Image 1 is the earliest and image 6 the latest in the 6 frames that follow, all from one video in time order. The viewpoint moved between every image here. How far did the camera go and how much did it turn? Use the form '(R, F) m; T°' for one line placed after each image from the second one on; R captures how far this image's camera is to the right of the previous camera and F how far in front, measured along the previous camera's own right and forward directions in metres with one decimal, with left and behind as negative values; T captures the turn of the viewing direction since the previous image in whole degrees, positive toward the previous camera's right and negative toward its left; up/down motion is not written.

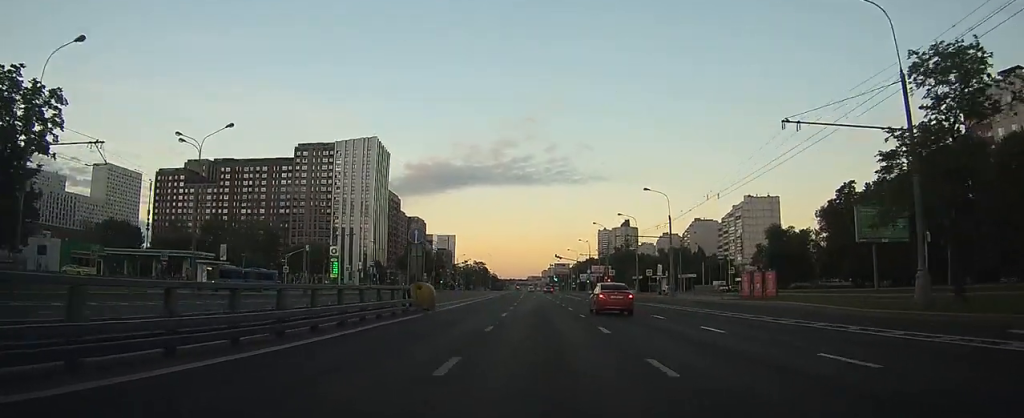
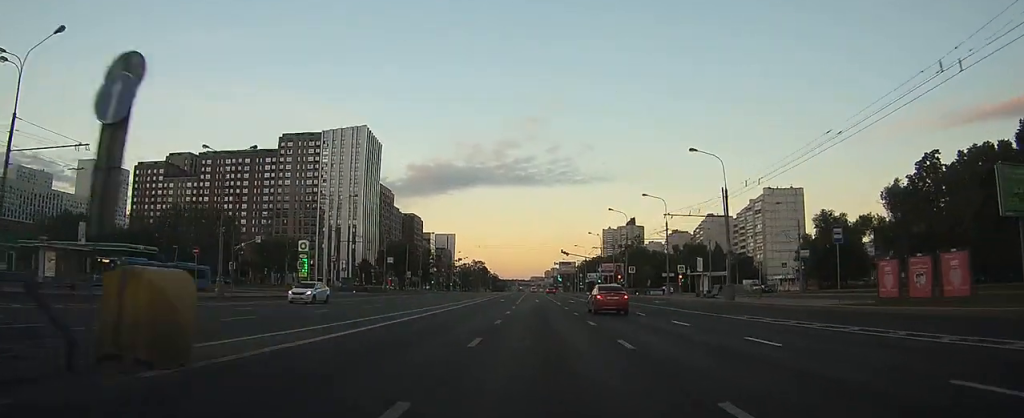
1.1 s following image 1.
(+0.1, +20.1) m; 0°
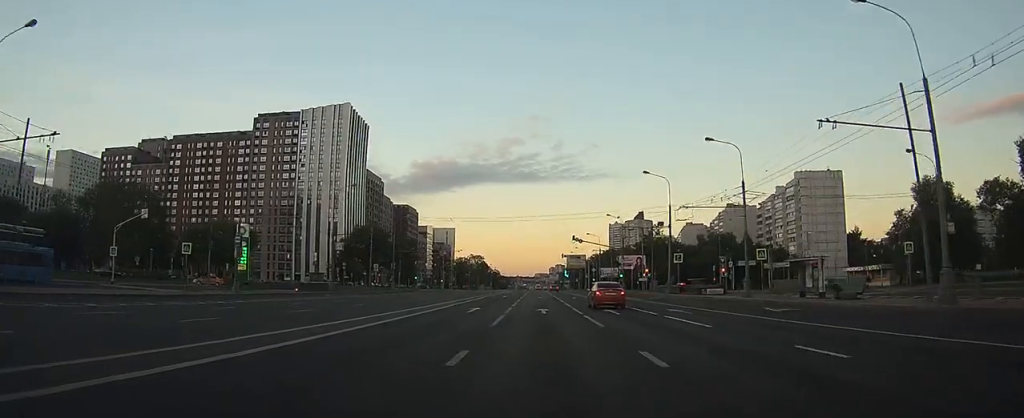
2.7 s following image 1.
(-0.4, +27.1) m; -2°
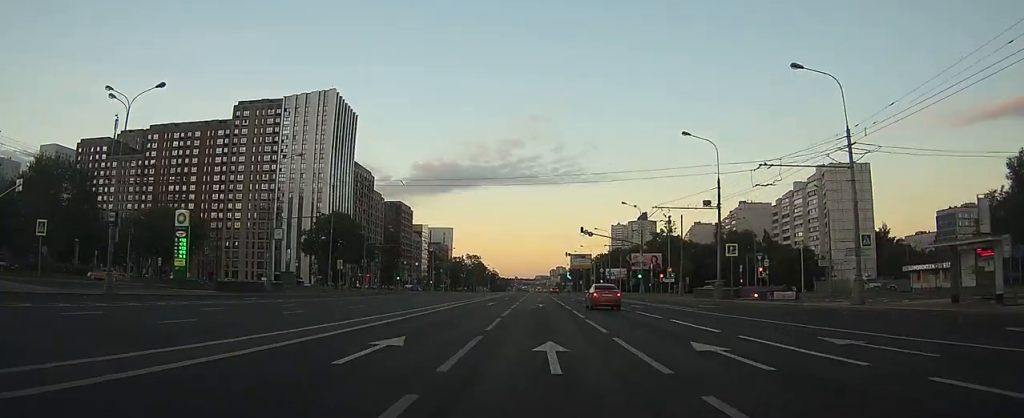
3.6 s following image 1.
(-0.1, +17.1) m; 0°
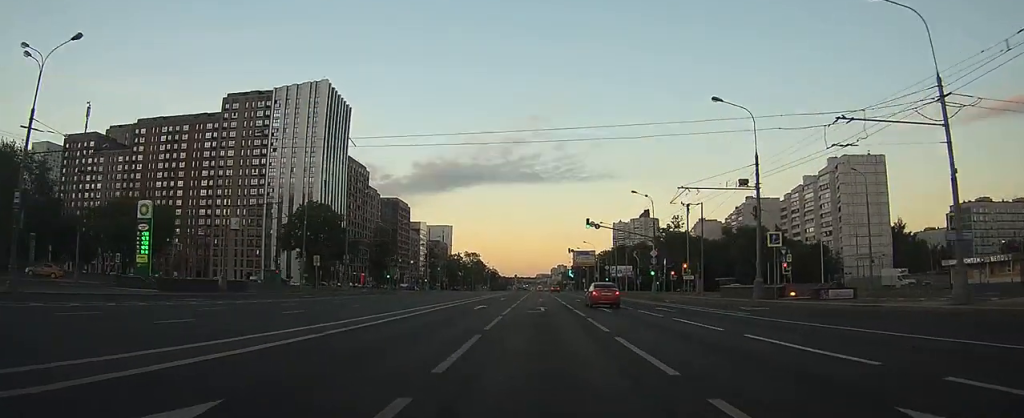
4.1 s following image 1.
(0.0, +8.3) m; 0°
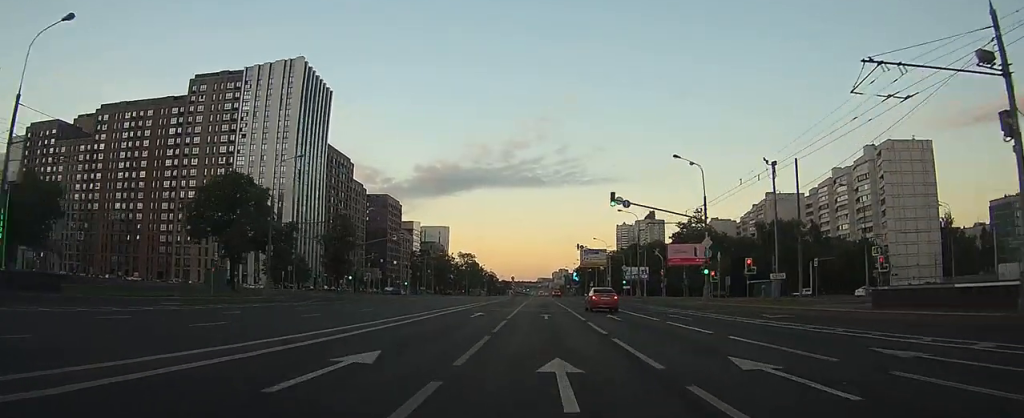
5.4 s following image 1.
(+0.1, +22.5) m; +1°
